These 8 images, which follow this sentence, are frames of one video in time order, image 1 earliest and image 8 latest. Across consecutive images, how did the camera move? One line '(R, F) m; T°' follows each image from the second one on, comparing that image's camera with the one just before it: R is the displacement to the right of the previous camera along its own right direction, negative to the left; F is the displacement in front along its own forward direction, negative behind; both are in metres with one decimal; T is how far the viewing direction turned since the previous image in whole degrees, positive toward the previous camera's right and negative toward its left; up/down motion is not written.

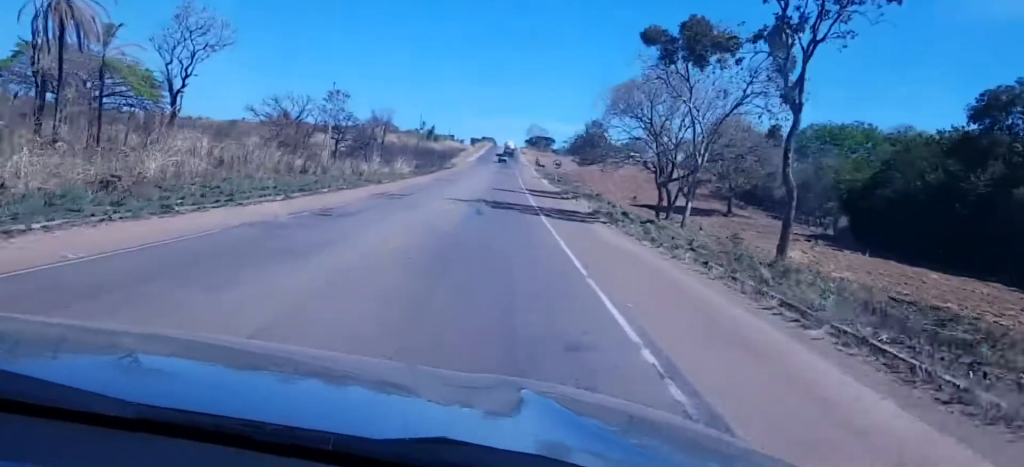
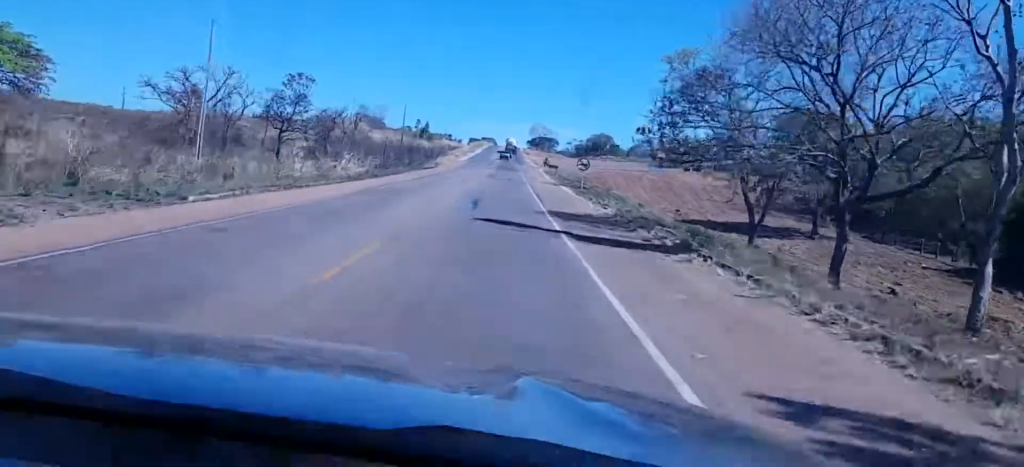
(-0.2, +35.9) m; 0°
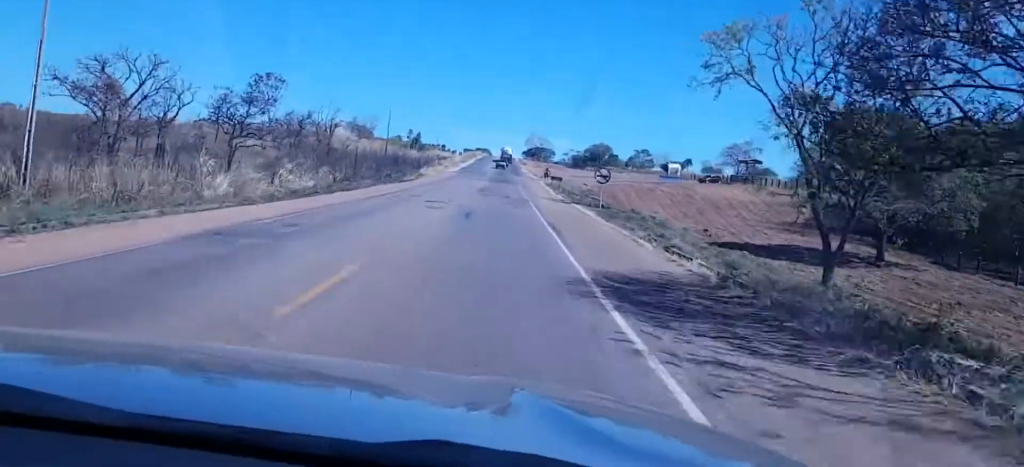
(+0.1, +17.2) m; +1°
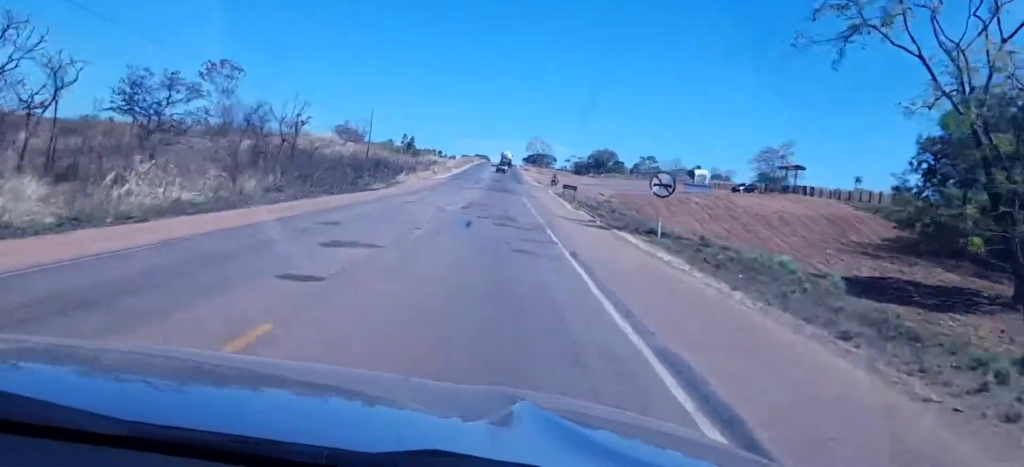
(+0.3, +21.1) m; +1°
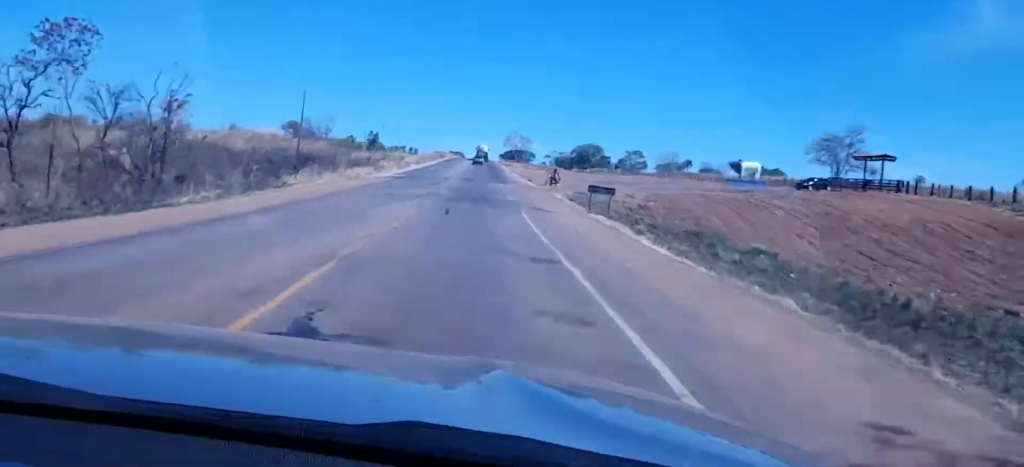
(-0.7, +36.3) m; -3°
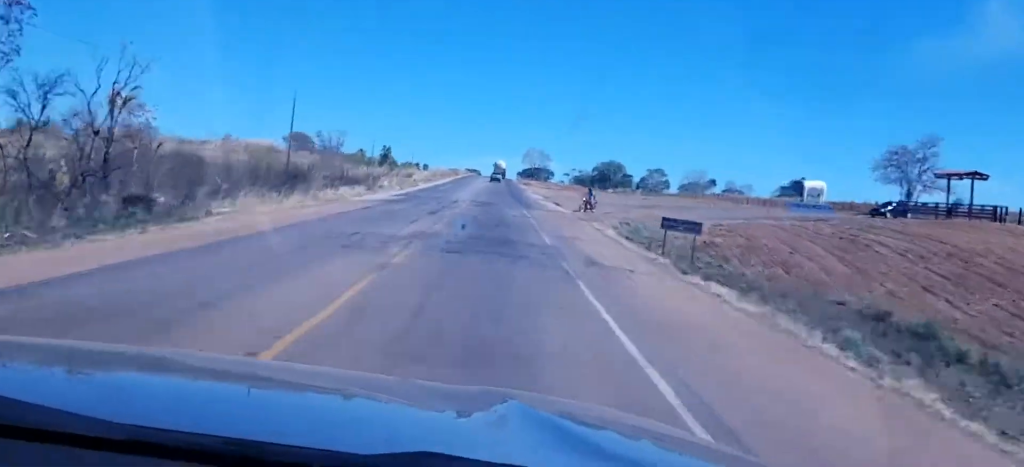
(-0.7, +14.4) m; 0°
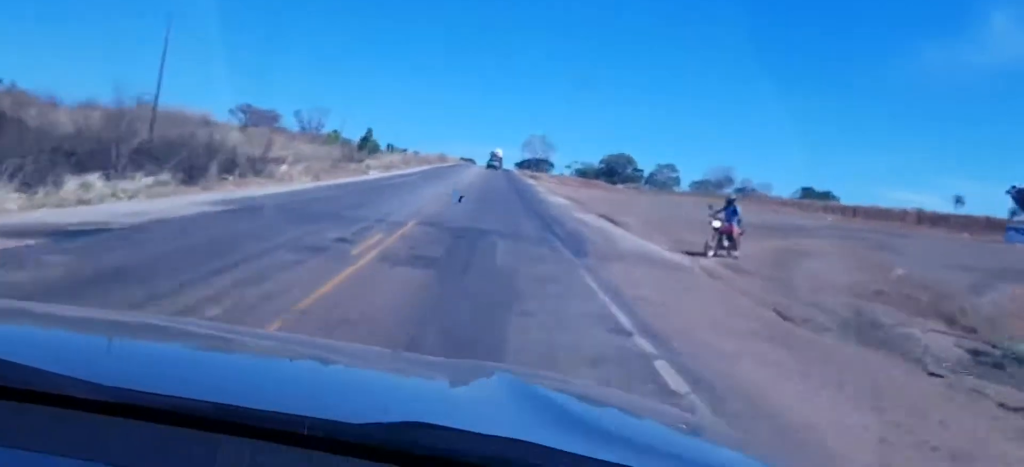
(+1.5, +36.3) m; +3°
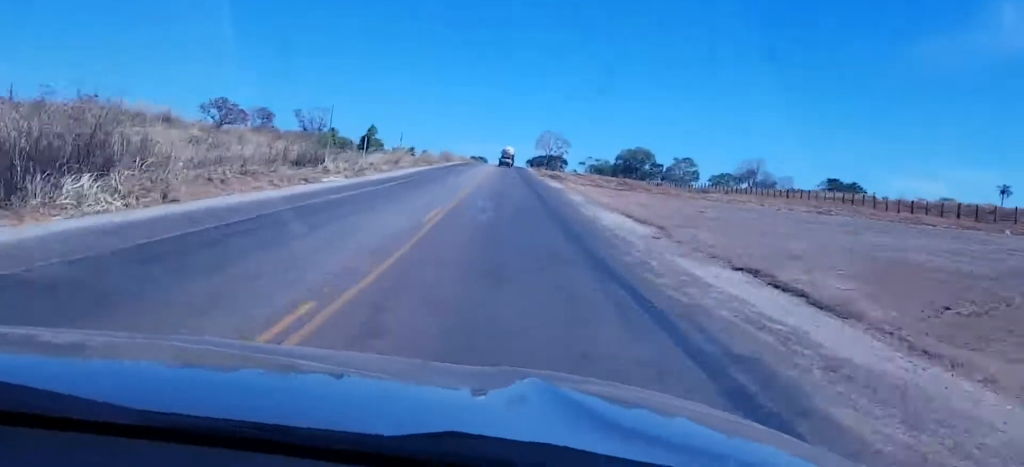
(0.0, +21.9) m; 0°
